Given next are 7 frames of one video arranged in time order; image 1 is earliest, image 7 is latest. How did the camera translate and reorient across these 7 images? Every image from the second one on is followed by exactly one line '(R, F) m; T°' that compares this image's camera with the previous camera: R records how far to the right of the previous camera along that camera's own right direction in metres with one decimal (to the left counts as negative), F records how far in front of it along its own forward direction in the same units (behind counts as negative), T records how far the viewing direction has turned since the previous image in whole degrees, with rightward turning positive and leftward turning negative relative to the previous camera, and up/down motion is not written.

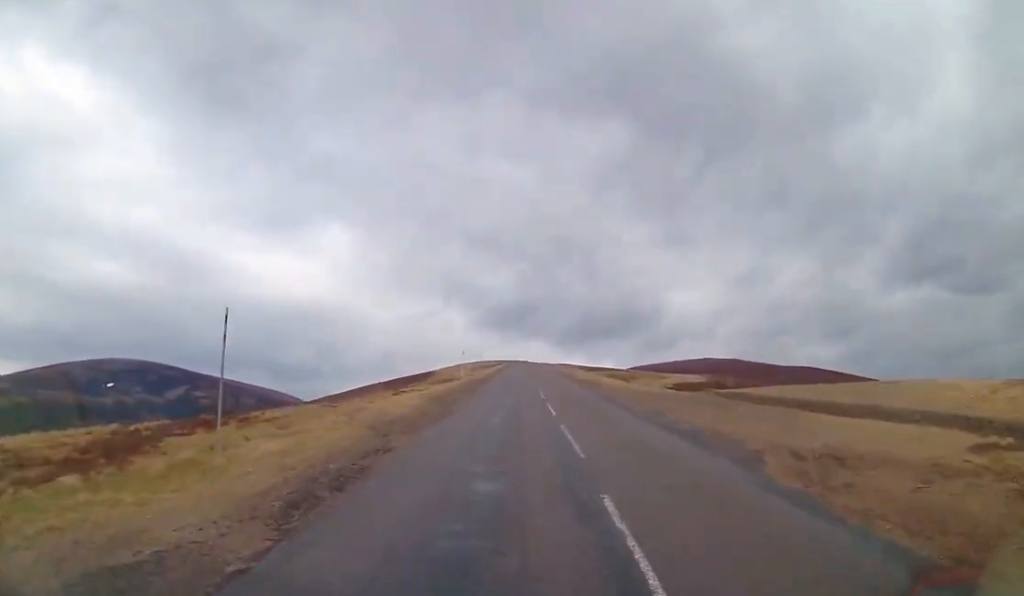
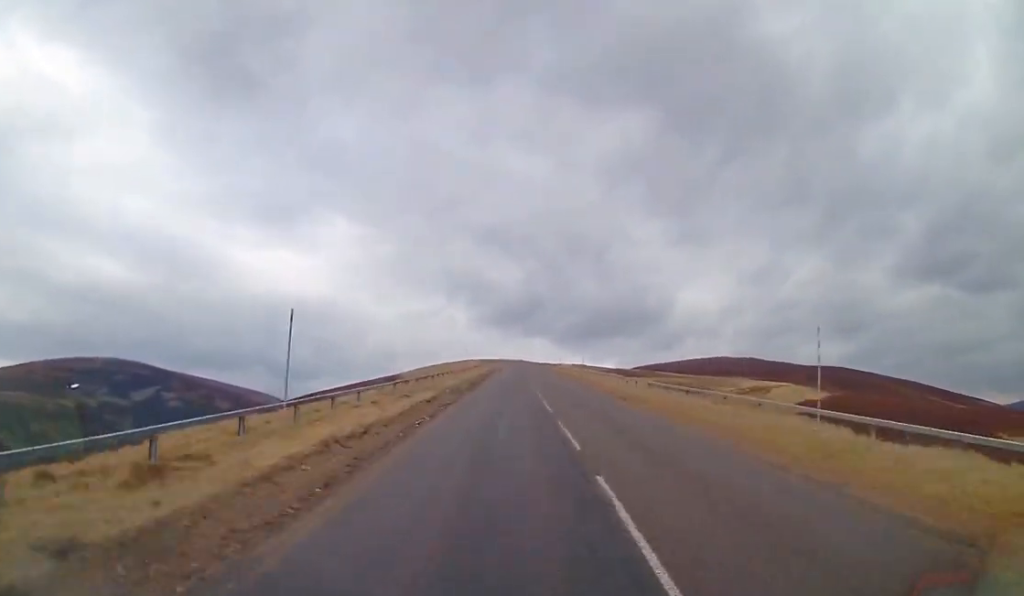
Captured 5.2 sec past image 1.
(+0.5, +81.7) m; 0°
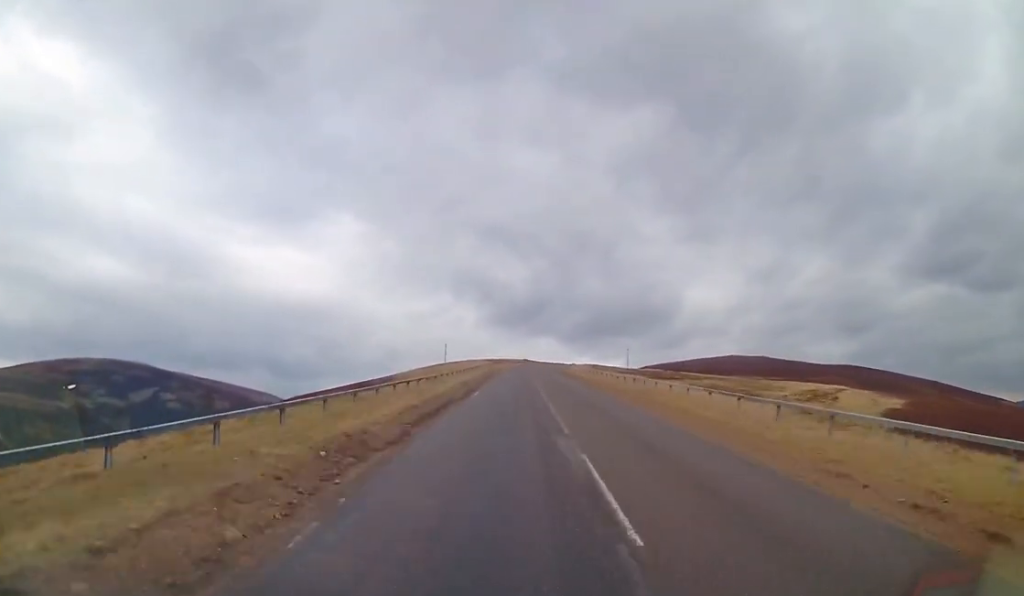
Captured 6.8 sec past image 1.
(-0.1, +22.9) m; 0°
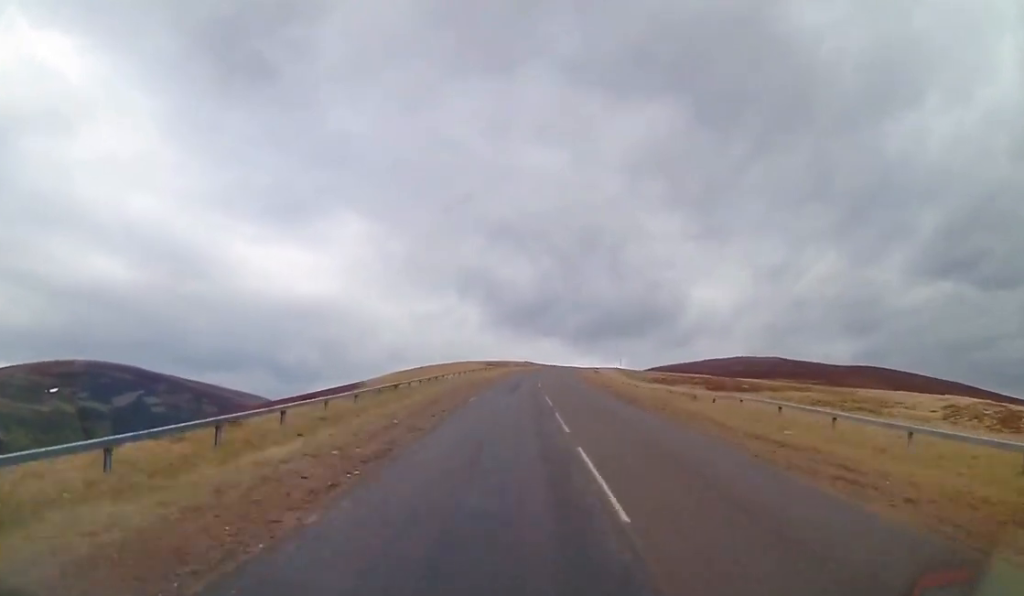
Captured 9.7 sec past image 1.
(+0.1, +40.0) m; 0°
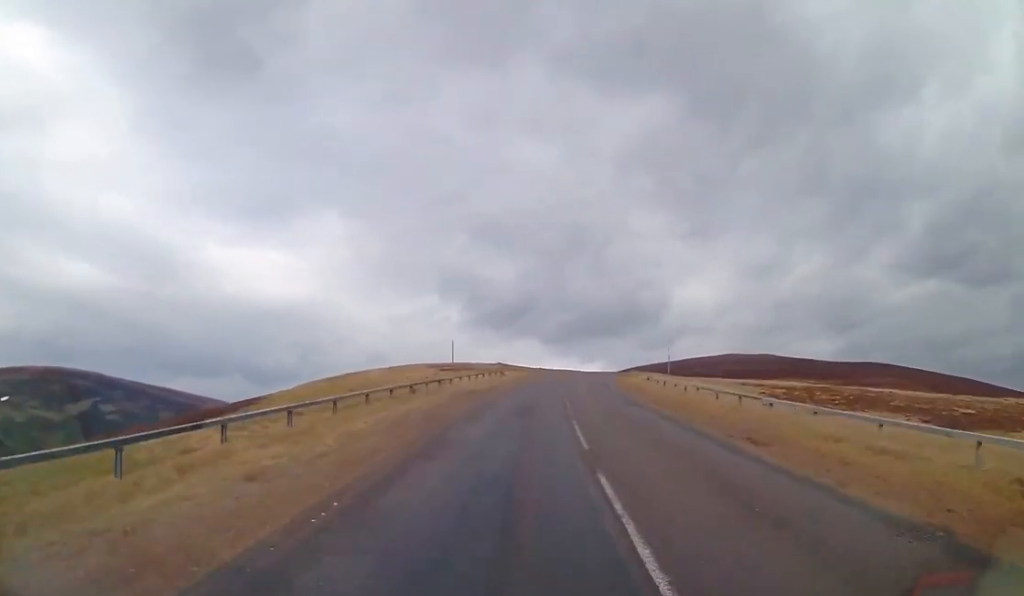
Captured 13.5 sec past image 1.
(+0.6, +50.3) m; +3°
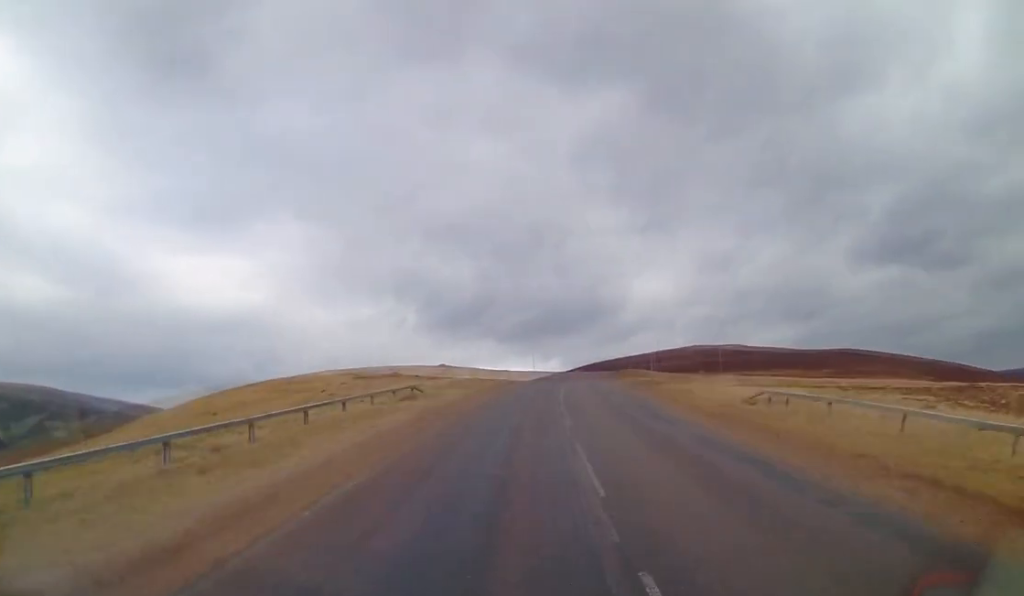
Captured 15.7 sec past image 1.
(+0.9, +28.5) m; +3°
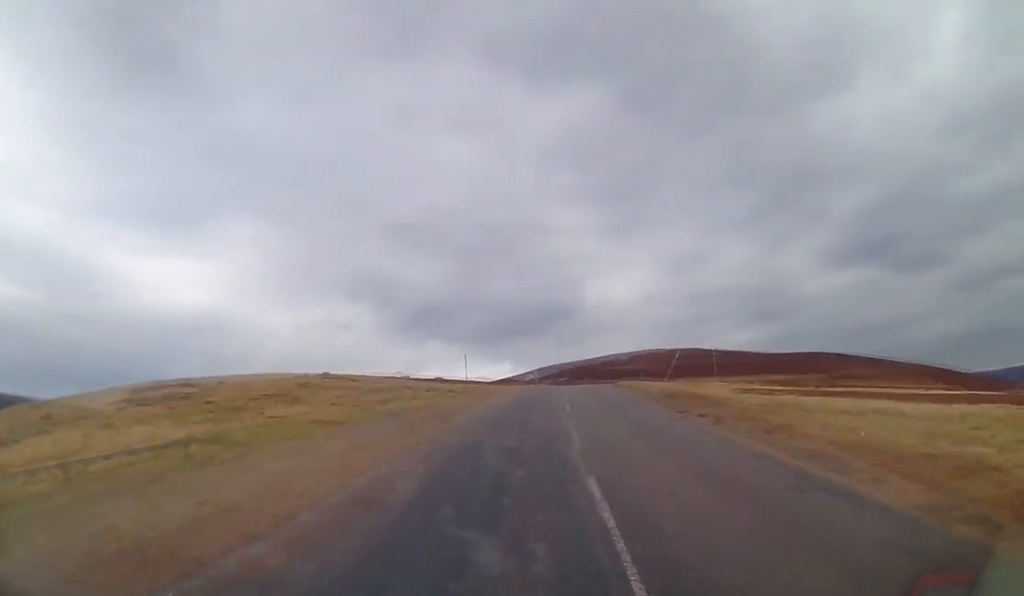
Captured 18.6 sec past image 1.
(+1.5, +39.1) m; +5°
